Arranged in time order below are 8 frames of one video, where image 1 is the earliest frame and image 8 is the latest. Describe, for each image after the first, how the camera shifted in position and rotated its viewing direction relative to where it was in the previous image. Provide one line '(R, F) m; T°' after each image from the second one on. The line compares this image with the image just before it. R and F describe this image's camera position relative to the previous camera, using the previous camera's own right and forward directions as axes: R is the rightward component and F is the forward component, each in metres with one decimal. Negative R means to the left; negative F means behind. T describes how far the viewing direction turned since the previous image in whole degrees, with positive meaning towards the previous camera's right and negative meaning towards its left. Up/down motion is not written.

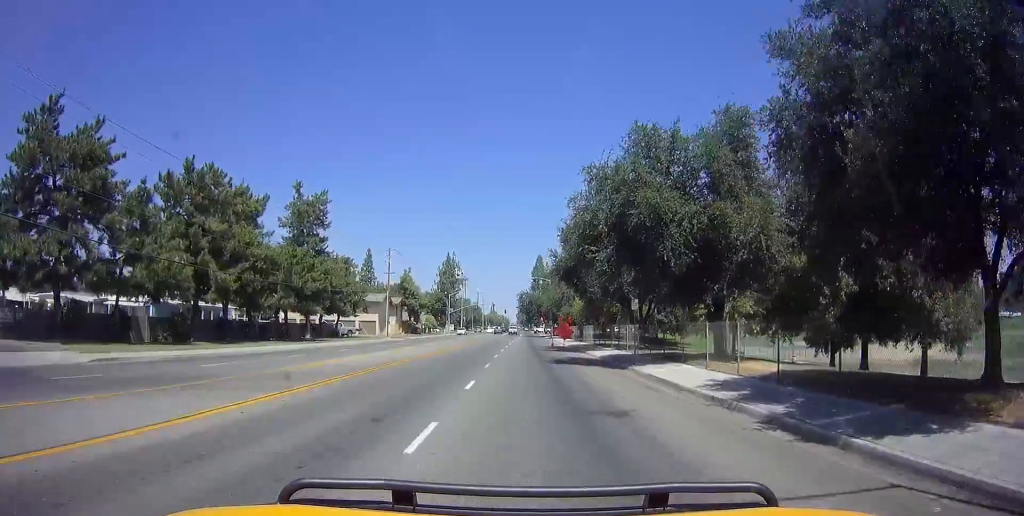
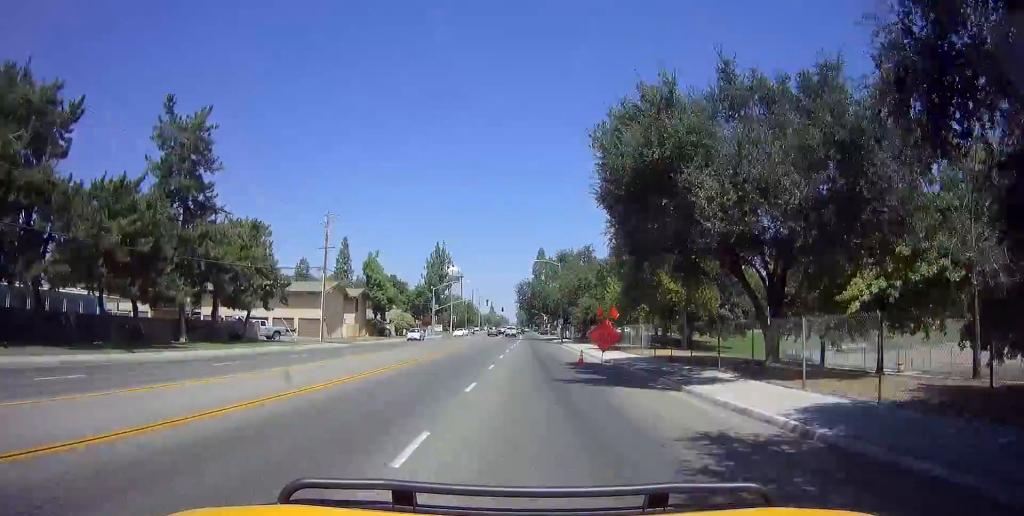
(+0.1, +23.0) m; +2°
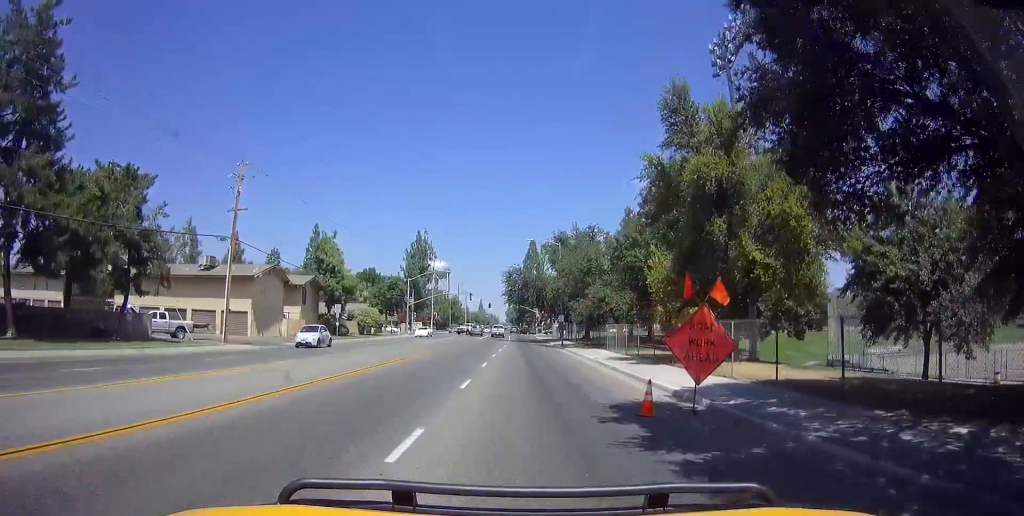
(+0.5, +14.9) m; 0°
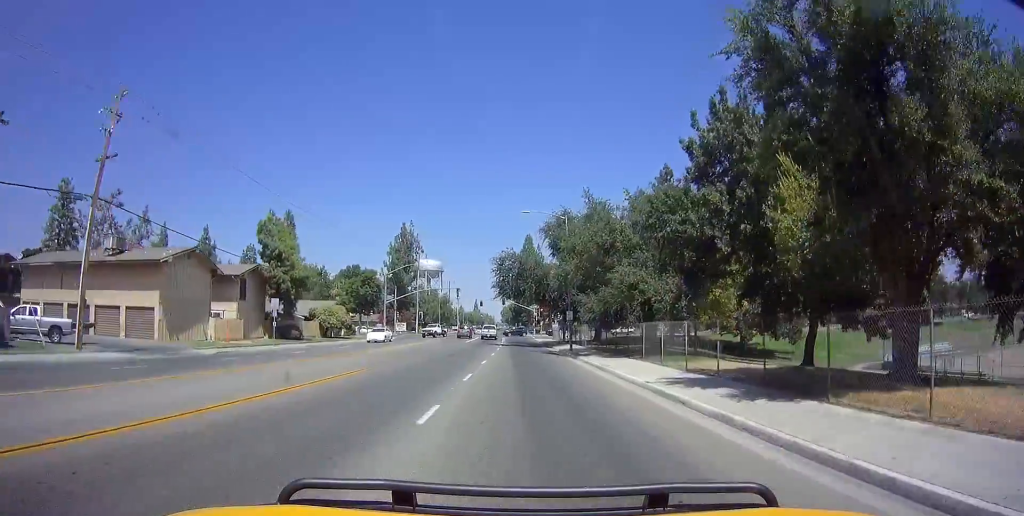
(-0.5, +12.6) m; 0°
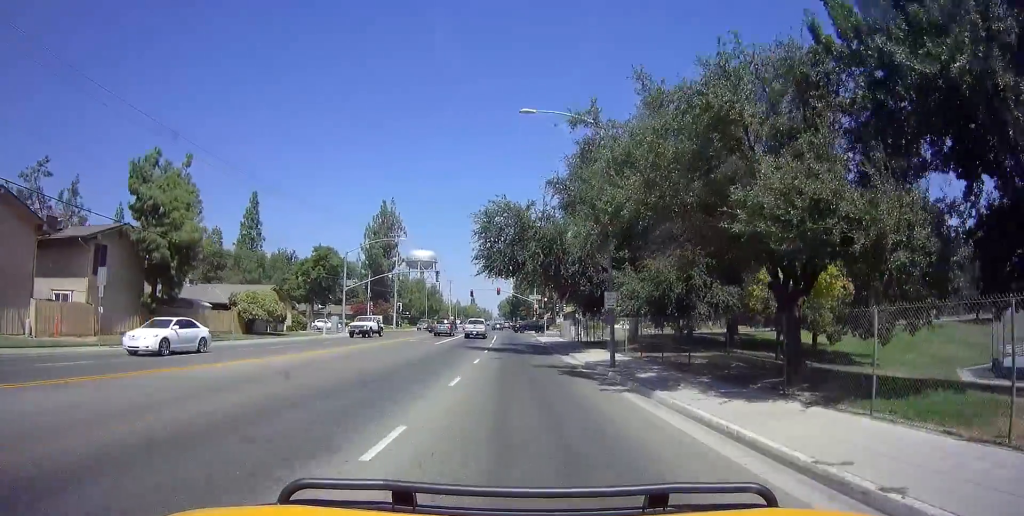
(+0.5, +18.1) m; 0°
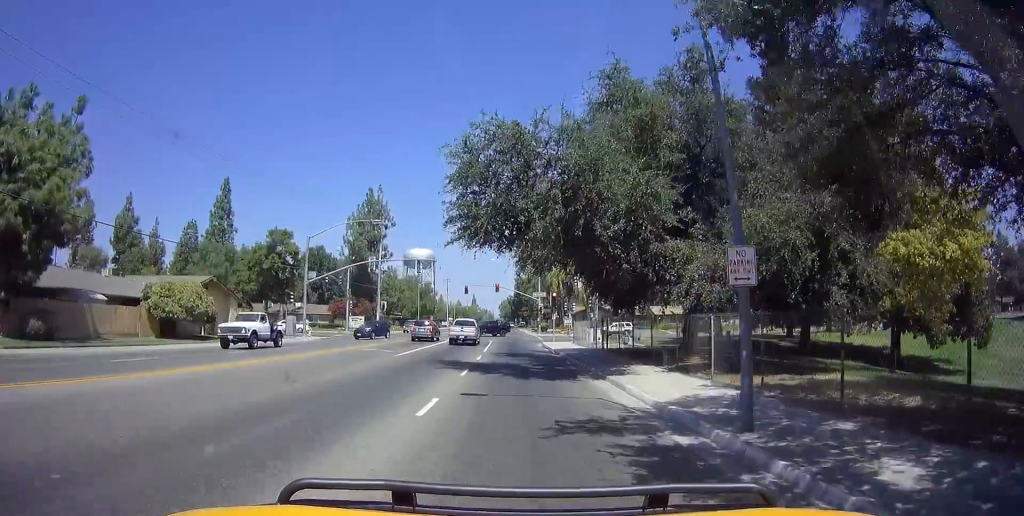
(-0.5, +12.3) m; -2°
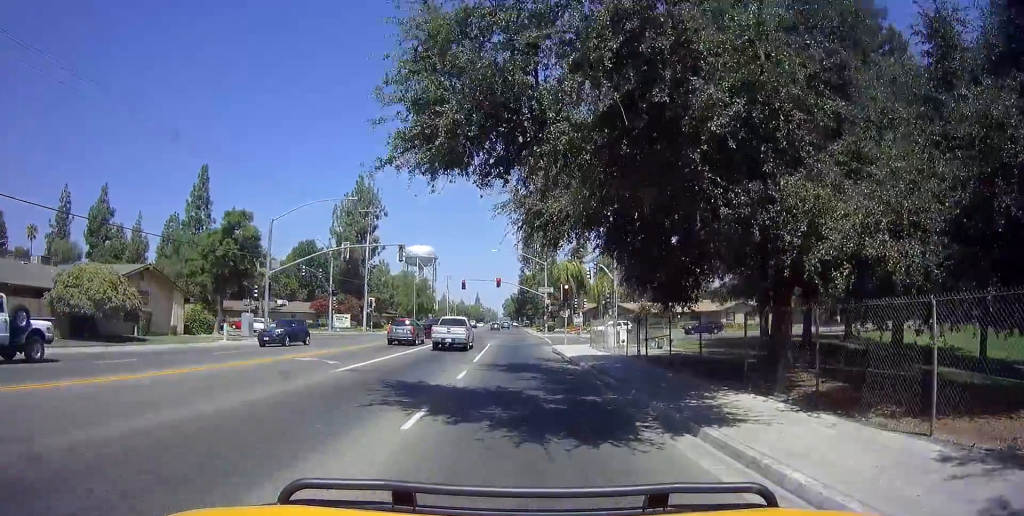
(0.0, +9.1) m; 0°
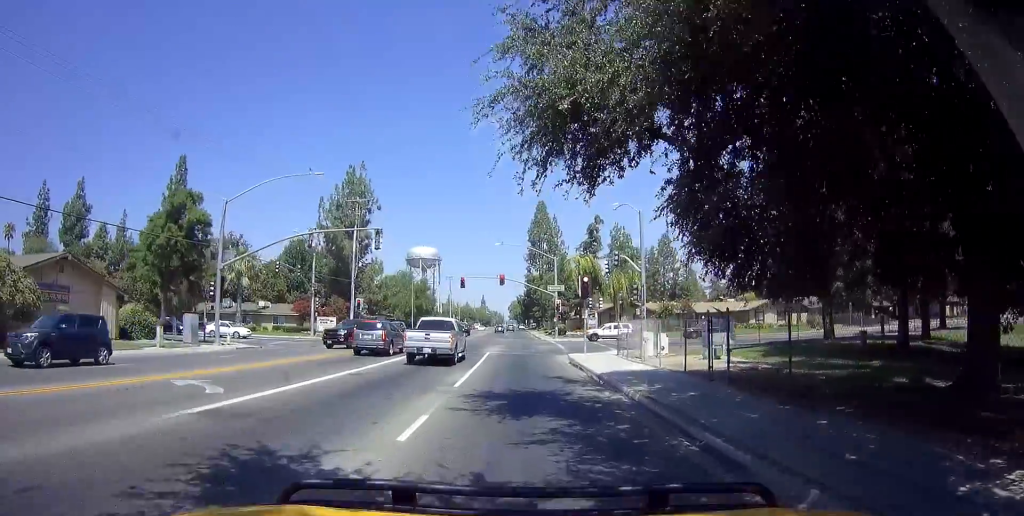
(0.0, +8.5) m; +4°
